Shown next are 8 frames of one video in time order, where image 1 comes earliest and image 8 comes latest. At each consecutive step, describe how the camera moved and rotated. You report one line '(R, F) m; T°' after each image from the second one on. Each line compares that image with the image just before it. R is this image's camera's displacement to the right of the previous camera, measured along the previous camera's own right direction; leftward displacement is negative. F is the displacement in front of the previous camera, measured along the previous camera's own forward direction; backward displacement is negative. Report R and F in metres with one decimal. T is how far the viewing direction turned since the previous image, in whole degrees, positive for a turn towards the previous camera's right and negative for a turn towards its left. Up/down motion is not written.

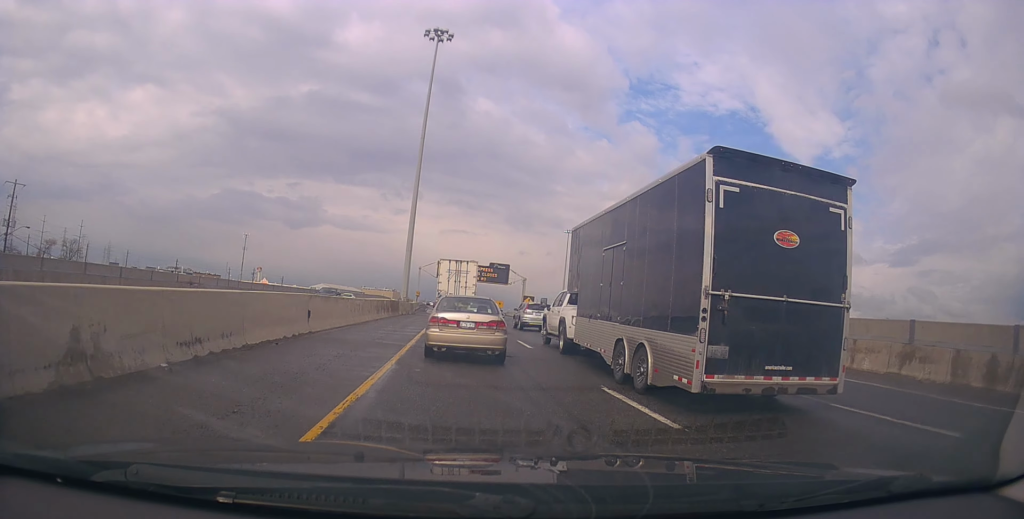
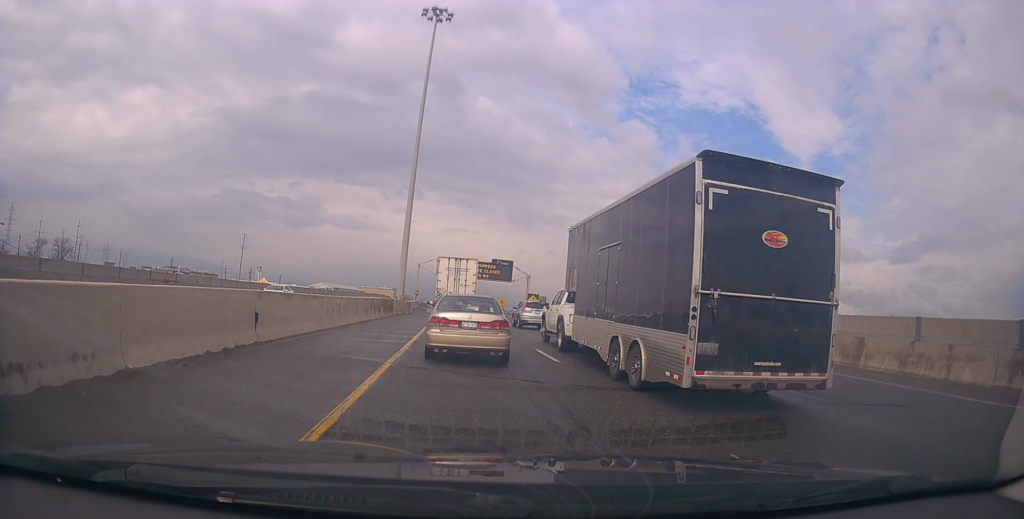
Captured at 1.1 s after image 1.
(0.0, +4.9) m; -1°
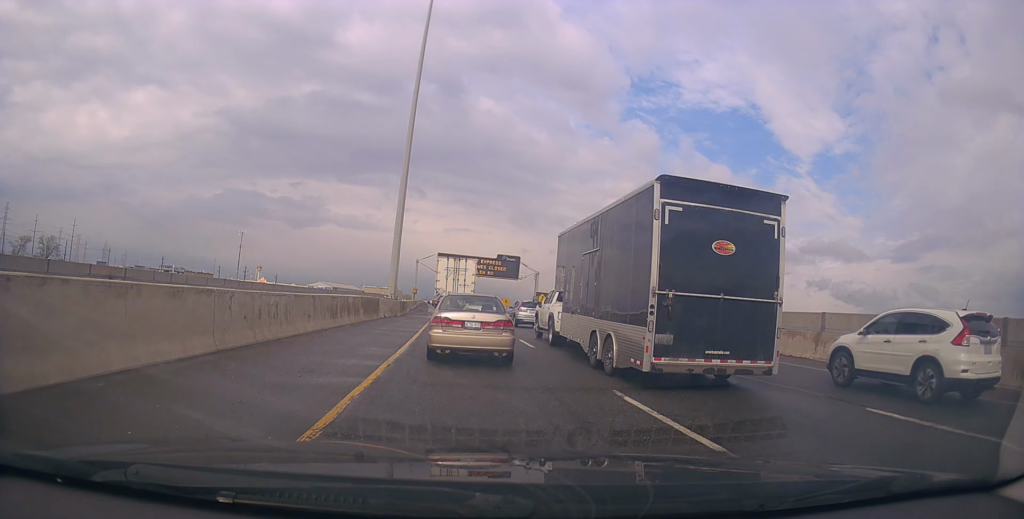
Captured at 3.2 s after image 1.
(-0.2, +8.3) m; +2°
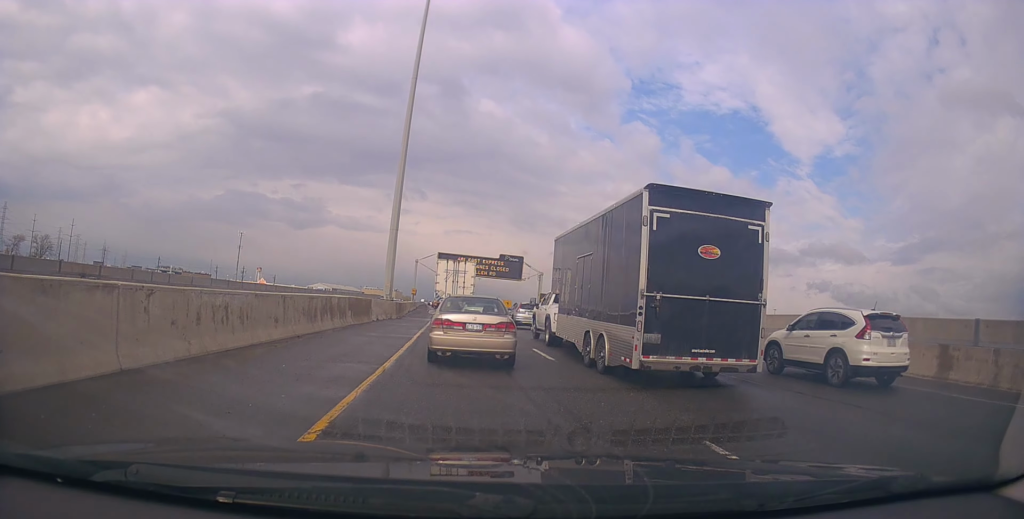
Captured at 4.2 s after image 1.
(+0.1, +3.4) m; -3°
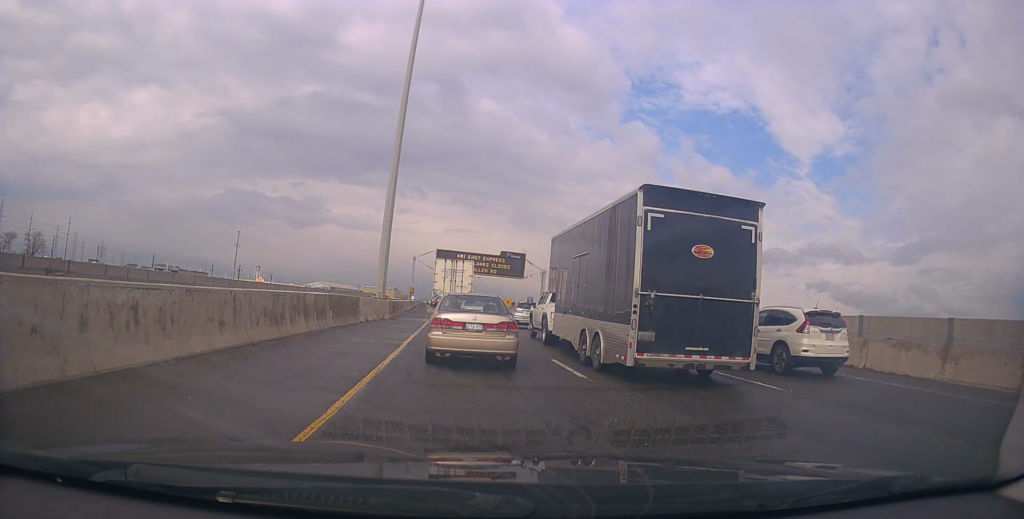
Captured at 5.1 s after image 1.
(-0.3, +3.3) m; -4°
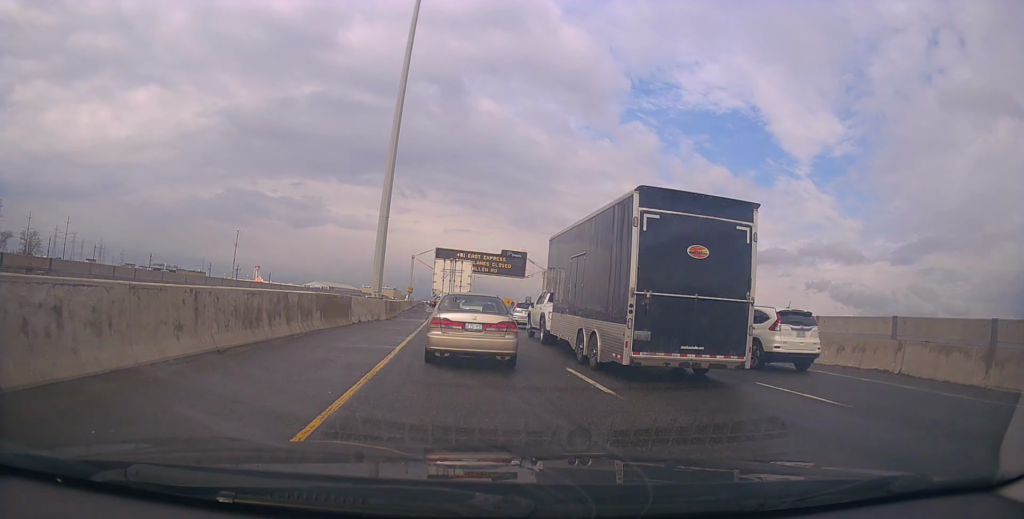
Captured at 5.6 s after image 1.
(-0.2, +2.0) m; 0°
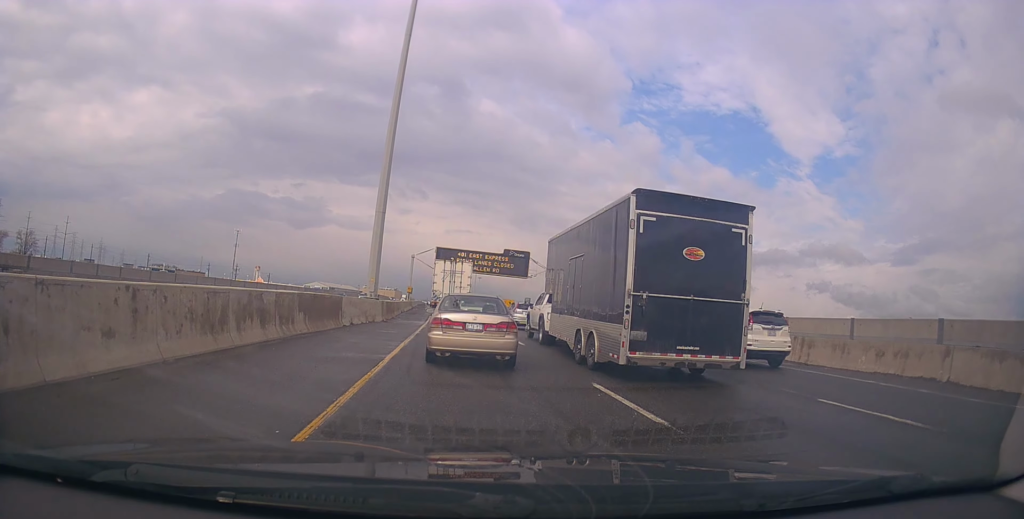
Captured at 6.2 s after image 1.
(+0.2, +2.2) m; +5°
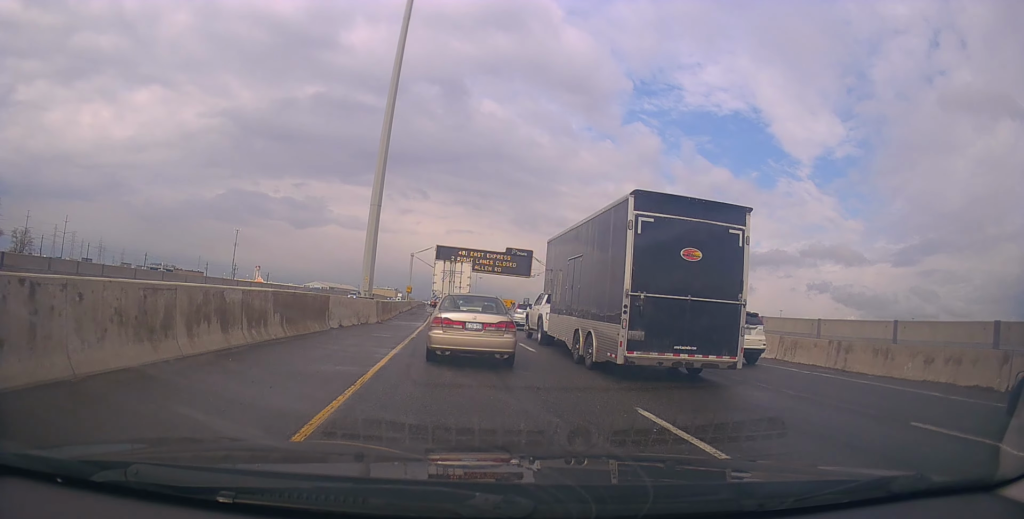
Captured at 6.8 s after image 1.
(+0.1, +2.4) m; +4°
